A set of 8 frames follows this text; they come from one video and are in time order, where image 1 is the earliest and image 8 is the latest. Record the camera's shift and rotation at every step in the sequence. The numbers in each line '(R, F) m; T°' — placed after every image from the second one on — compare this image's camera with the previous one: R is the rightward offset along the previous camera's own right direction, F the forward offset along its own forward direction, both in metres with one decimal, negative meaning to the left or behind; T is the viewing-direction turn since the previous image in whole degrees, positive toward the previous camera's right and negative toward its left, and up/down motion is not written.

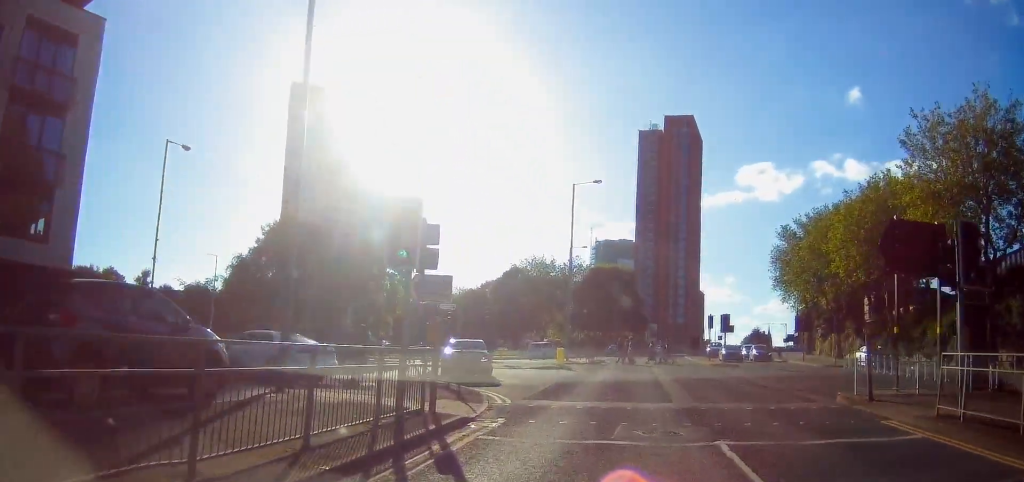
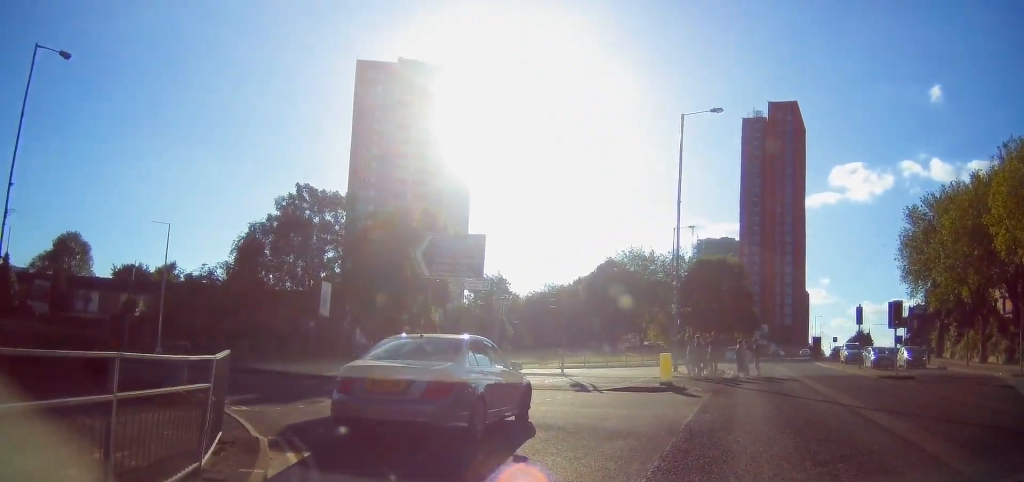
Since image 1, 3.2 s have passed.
(0.0, +14.6) m; -3°
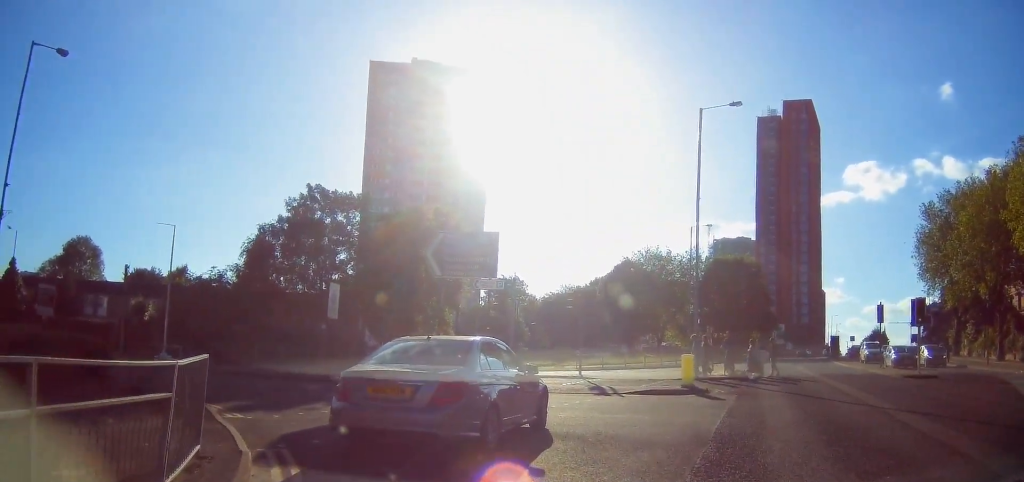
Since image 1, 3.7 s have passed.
(0.0, +1.2) m; -2°
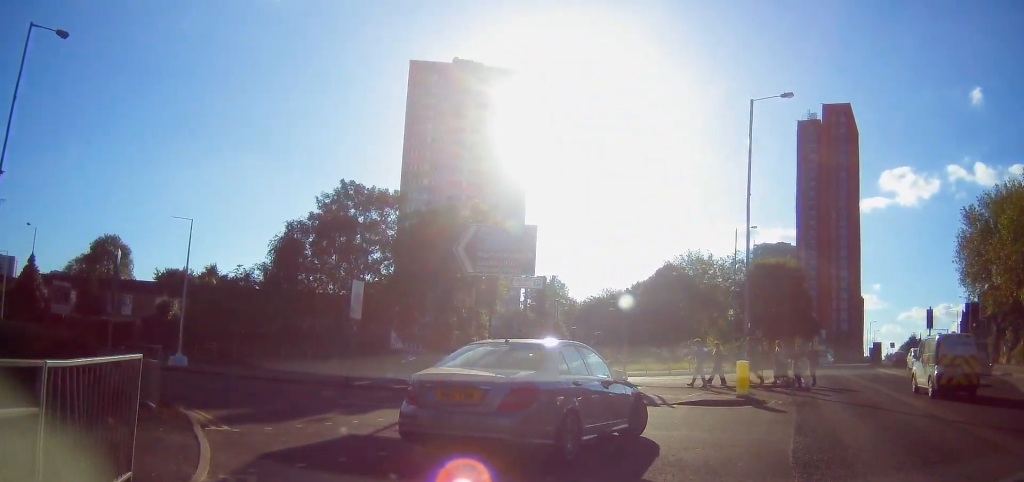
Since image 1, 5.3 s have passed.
(-0.2, +2.8) m; -8°
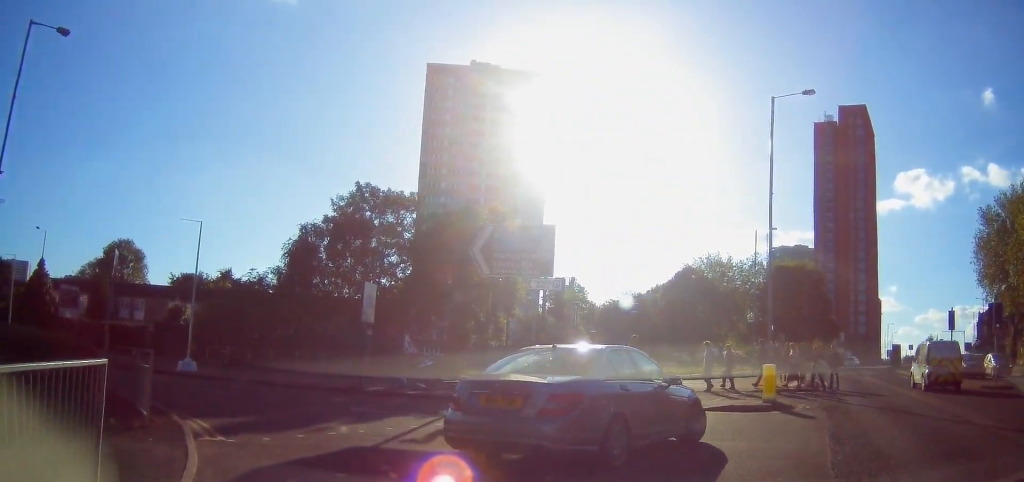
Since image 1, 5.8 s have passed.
(0.0, +1.0) m; -7°
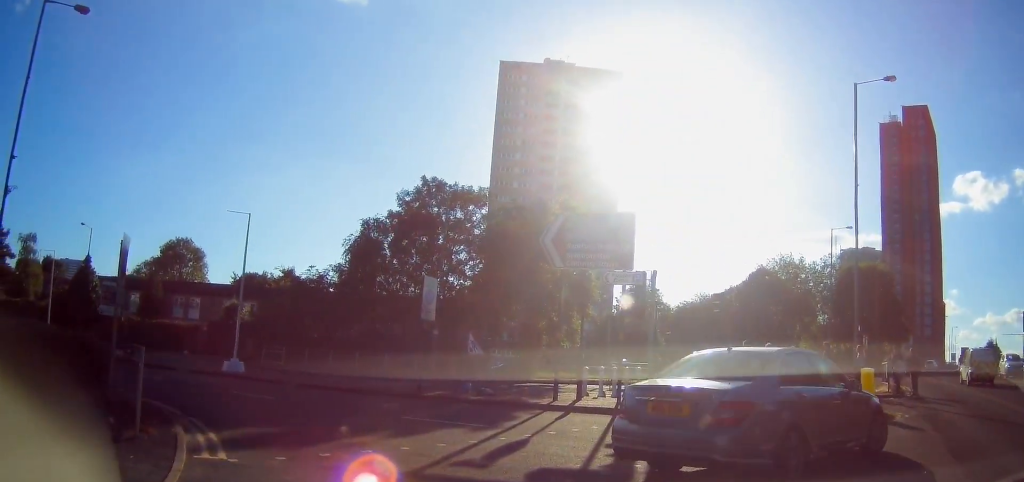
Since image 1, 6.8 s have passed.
(-0.3, +2.1) m; -15°
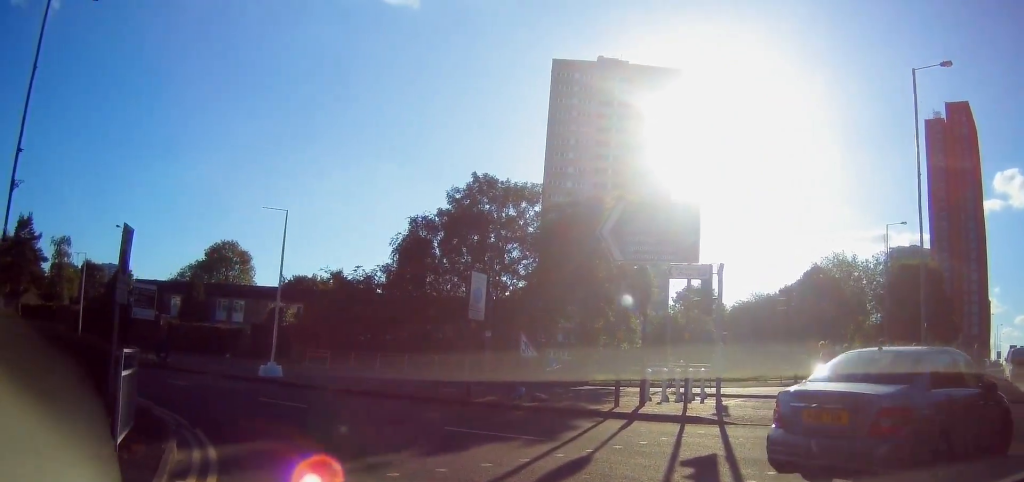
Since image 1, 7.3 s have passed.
(-0.2, +1.4) m; -4°
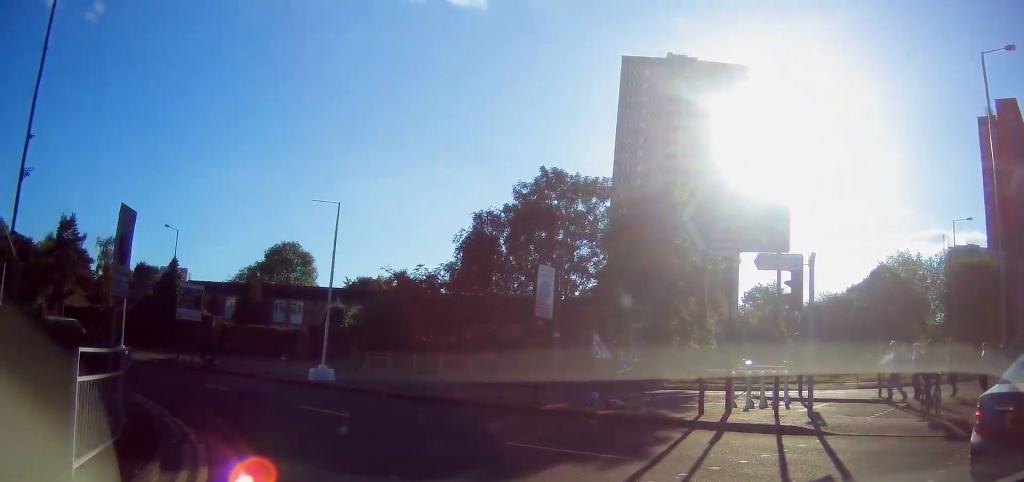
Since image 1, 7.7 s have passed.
(-0.1, +1.6) m; -4°
